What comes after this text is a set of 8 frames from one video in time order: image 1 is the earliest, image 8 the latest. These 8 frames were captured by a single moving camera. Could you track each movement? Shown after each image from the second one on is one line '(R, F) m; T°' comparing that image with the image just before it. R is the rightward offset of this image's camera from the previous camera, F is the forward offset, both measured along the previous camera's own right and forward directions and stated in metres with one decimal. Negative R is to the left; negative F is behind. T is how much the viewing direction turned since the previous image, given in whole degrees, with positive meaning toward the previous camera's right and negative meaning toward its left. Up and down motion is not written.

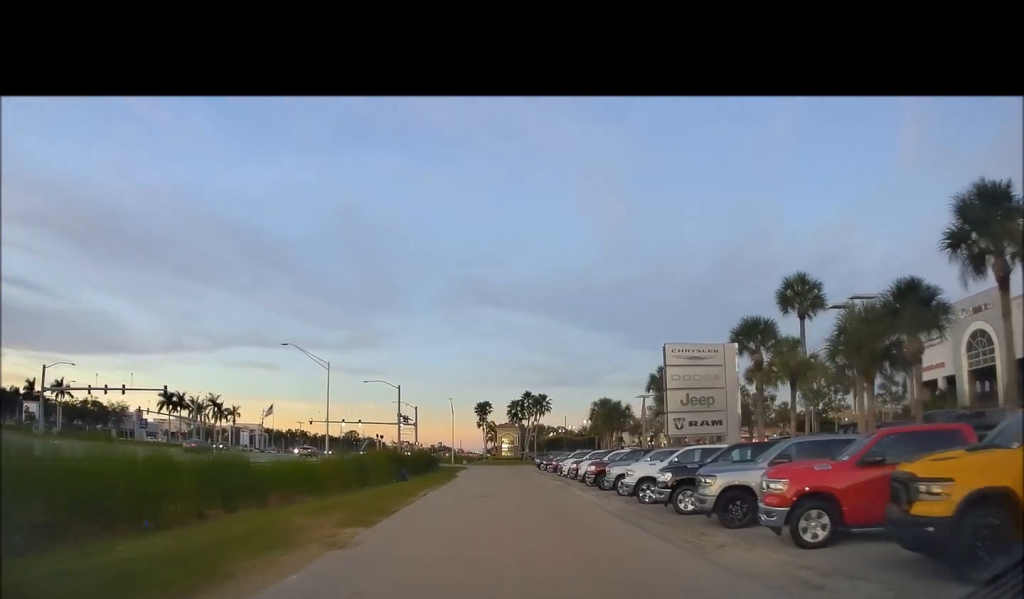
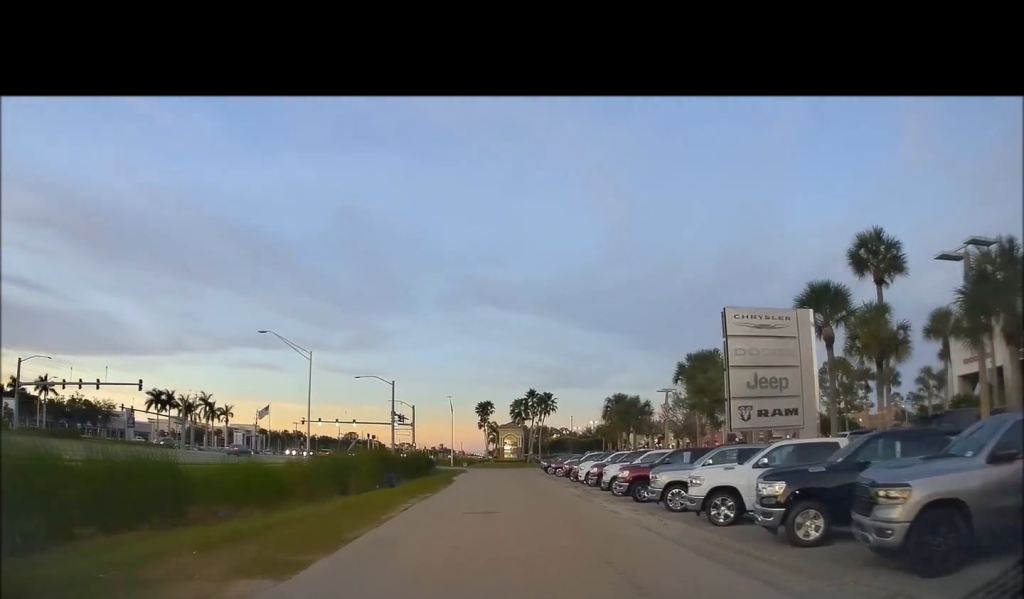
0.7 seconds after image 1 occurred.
(-0.1, +6.3) m; -1°
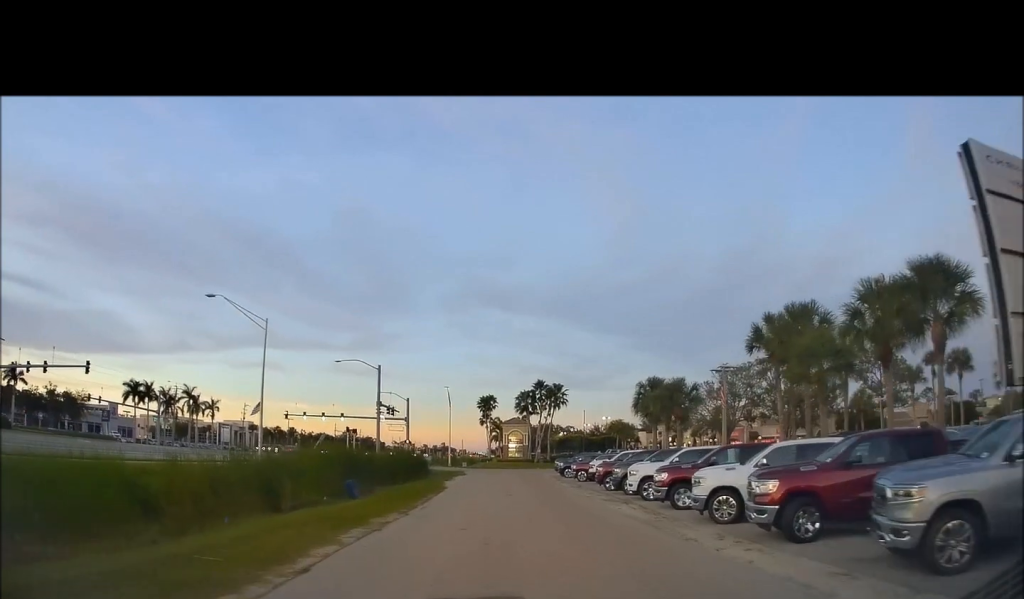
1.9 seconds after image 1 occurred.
(-0.1, +11.0) m; +1°
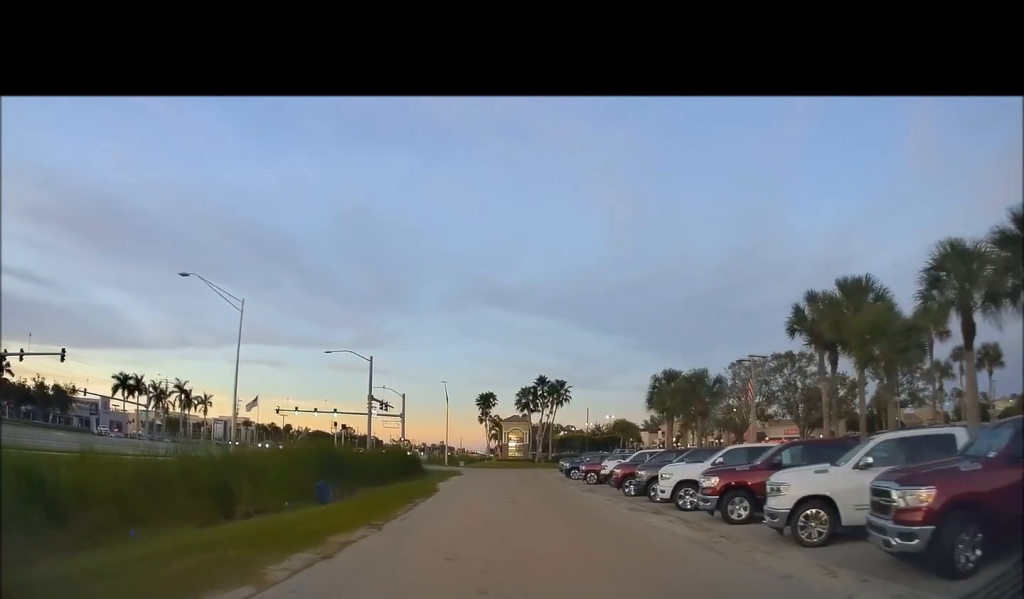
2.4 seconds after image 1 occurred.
(+0.1, +4.2) m; +1°
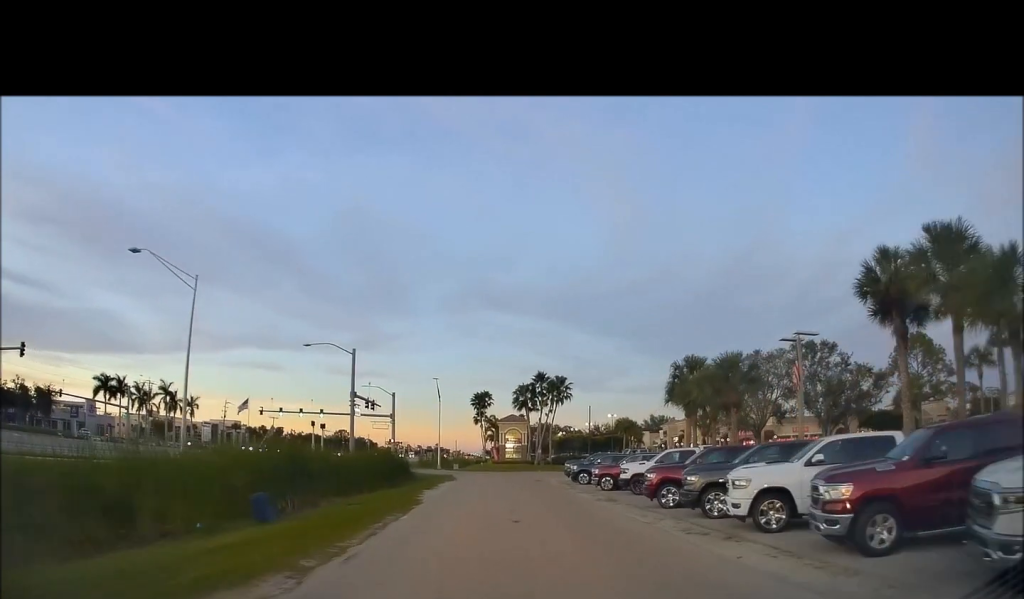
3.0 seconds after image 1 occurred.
(0.0, +5.6) m; 0°
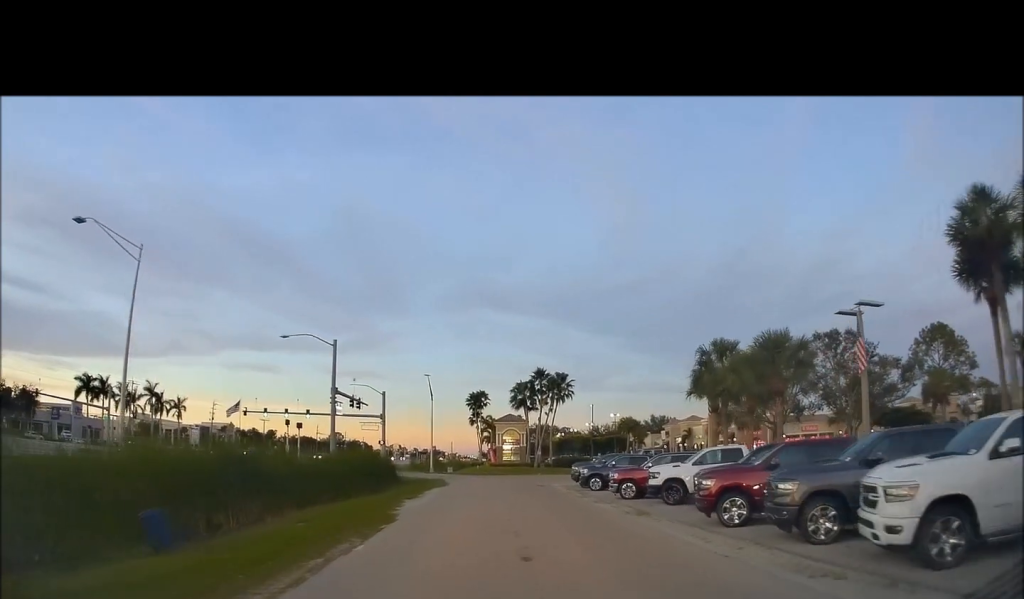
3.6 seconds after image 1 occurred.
(0.0, +5.3) m; 0°
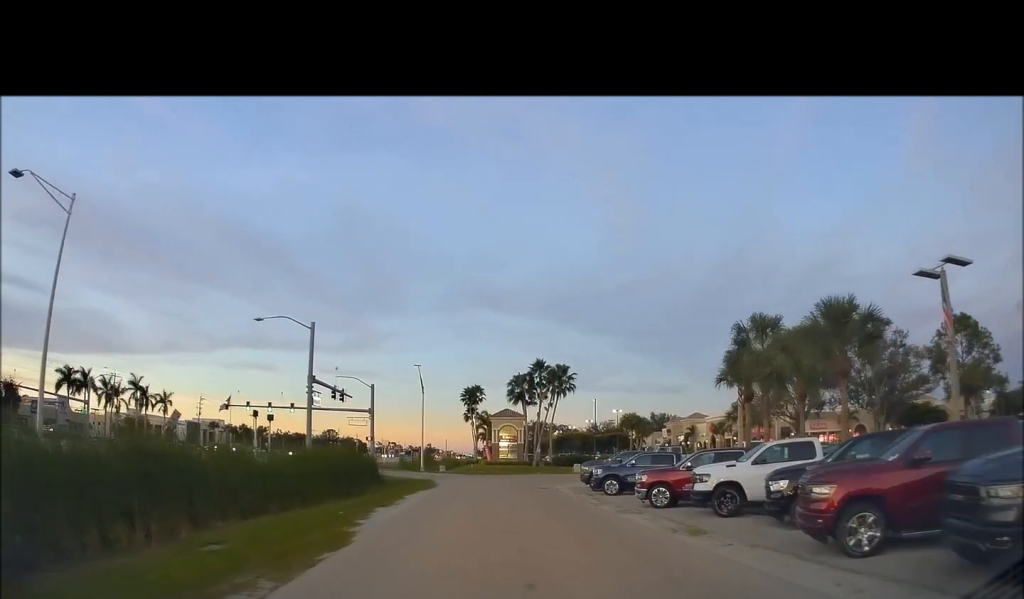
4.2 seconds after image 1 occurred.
(0.0, +5.1) m; 0°
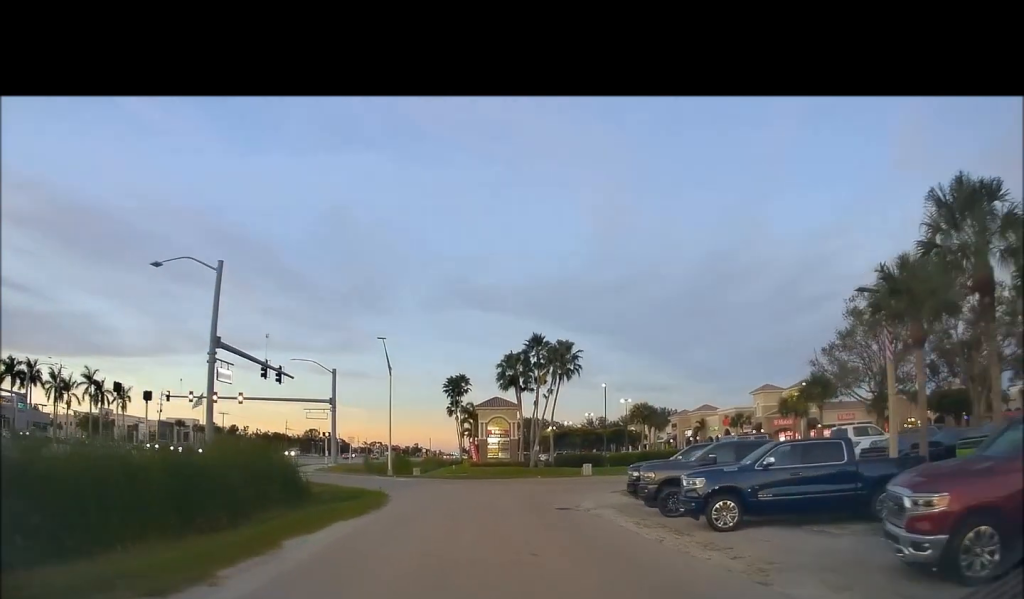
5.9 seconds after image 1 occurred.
(0.0, +13.9) m; +2°
